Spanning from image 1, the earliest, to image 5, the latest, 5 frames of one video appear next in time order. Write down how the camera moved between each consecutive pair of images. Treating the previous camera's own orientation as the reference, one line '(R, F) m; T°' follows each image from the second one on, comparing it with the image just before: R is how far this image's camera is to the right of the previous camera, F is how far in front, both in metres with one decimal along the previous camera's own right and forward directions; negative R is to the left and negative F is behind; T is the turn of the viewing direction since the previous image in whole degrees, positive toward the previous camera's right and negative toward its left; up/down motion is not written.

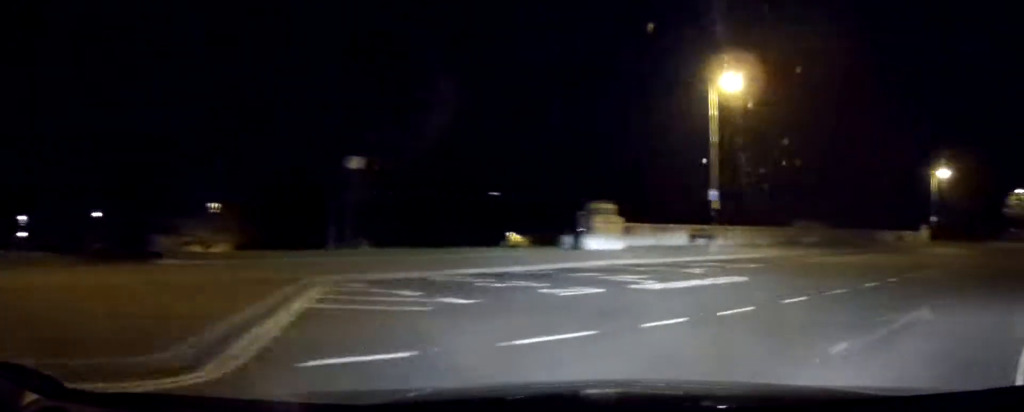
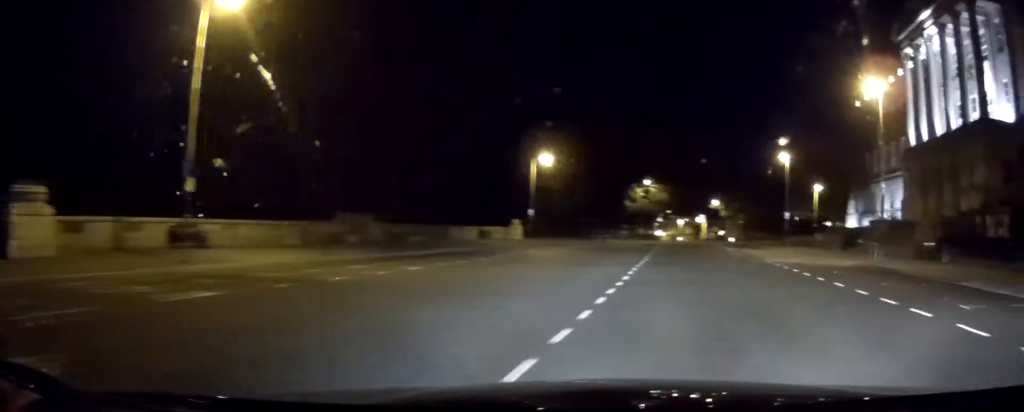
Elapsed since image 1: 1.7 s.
(+5.1, +11.6) m; +35°
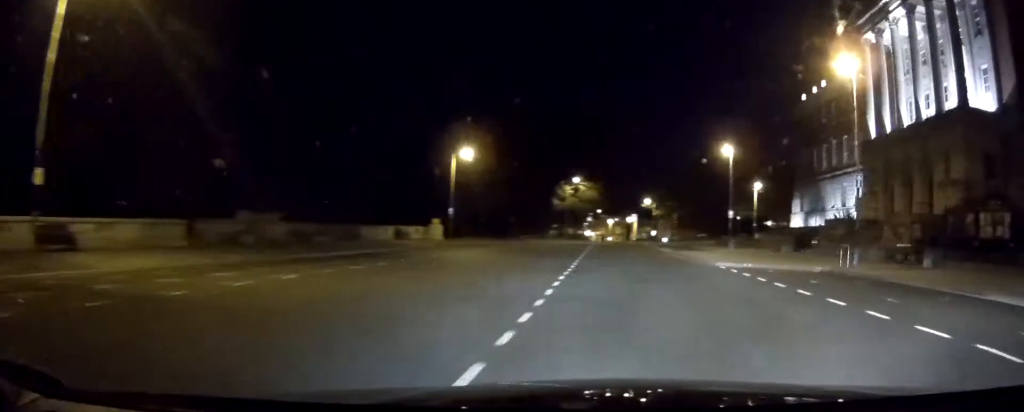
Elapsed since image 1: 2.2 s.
(+0.3, +4.4) m; +5°
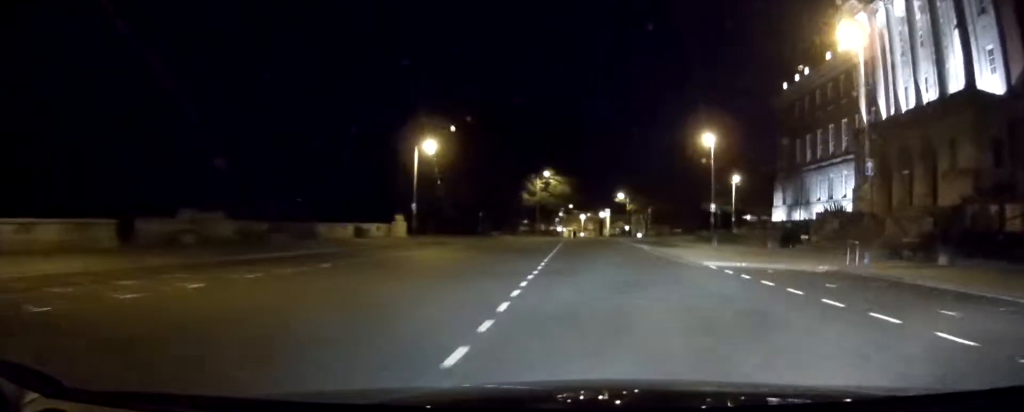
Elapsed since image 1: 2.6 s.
(+0.2, +3.4) m; +2°
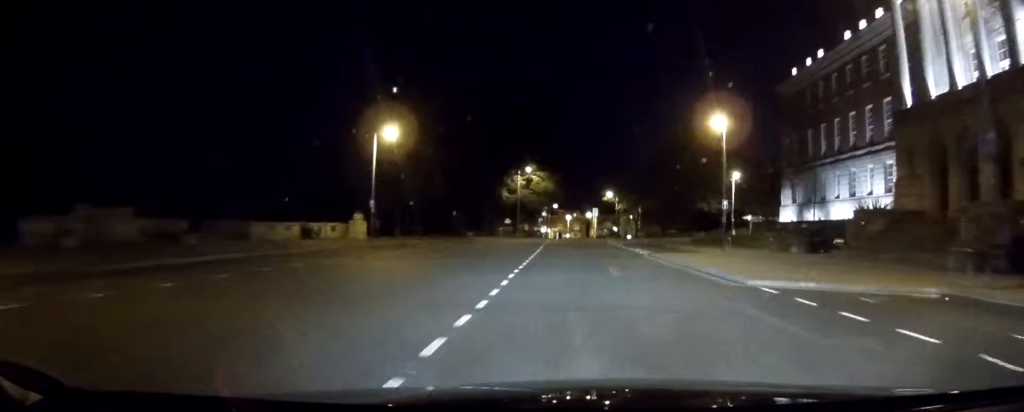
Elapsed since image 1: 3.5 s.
(+0.2, +8.0) m; +1°
